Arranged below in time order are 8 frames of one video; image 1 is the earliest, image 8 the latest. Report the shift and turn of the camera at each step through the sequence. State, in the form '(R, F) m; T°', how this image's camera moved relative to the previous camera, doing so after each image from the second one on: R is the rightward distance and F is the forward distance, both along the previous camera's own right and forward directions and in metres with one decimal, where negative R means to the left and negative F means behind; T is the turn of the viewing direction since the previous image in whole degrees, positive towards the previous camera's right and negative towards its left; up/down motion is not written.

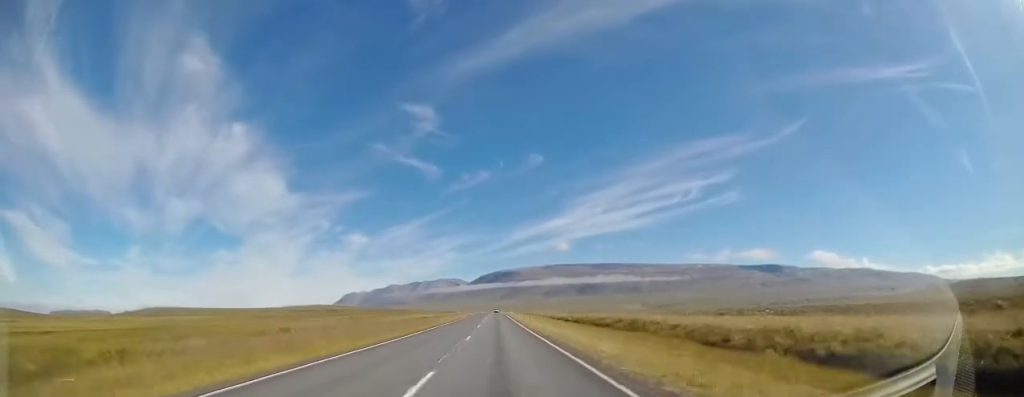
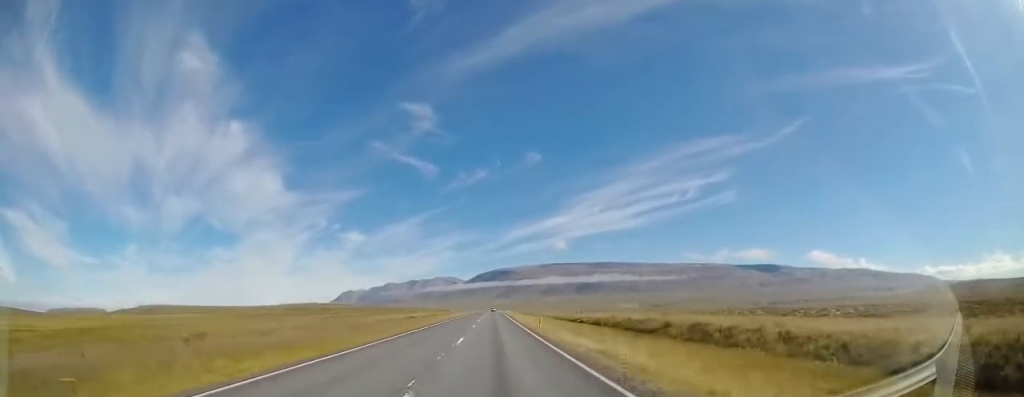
(+0.1, +14.4) m; +1°
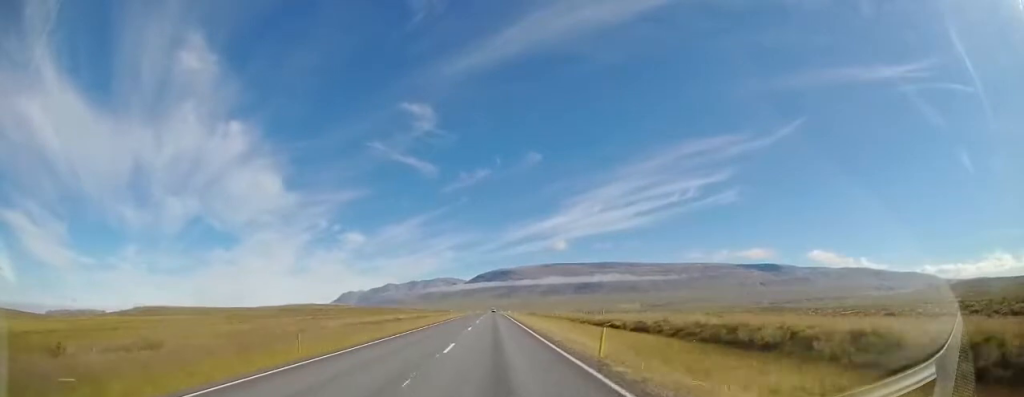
(+0.2, +15.2) m; +1°
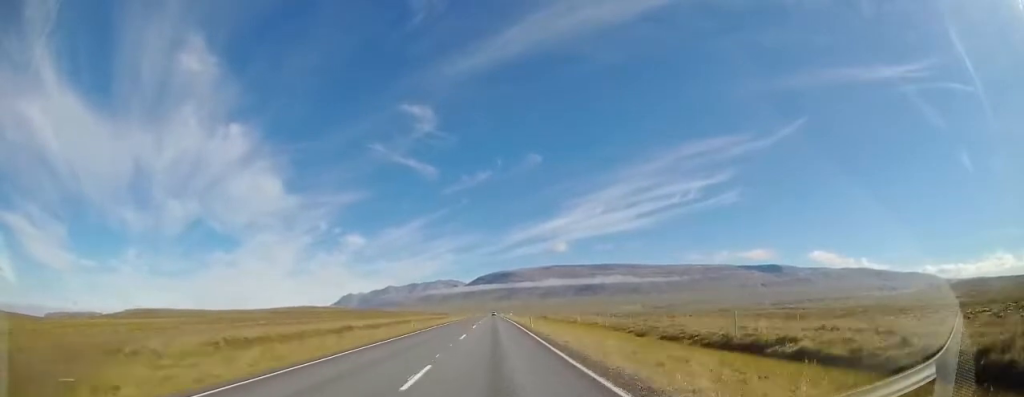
(-0.2, +29.5) m; -1°
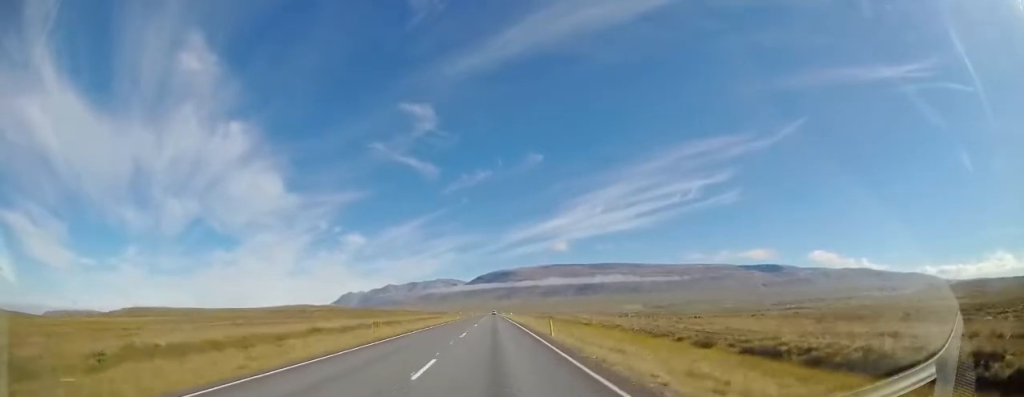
(-0.2, +11.1) m; 0°
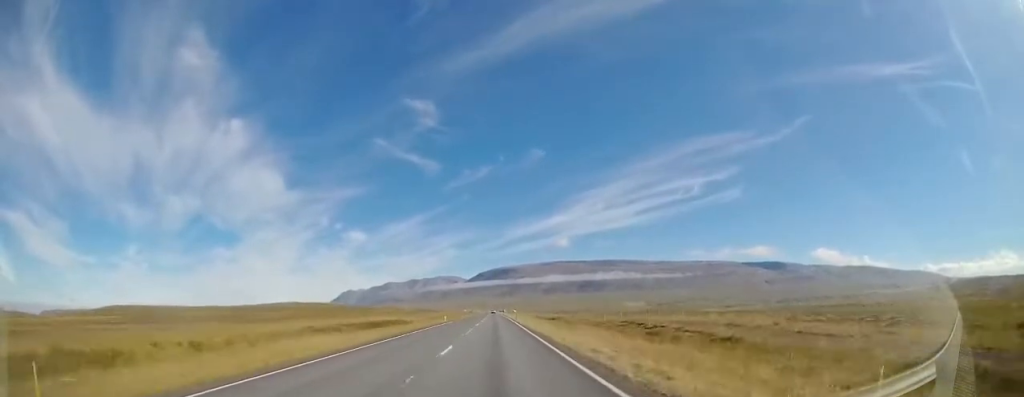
(+1.1, +66.9) m; +2°
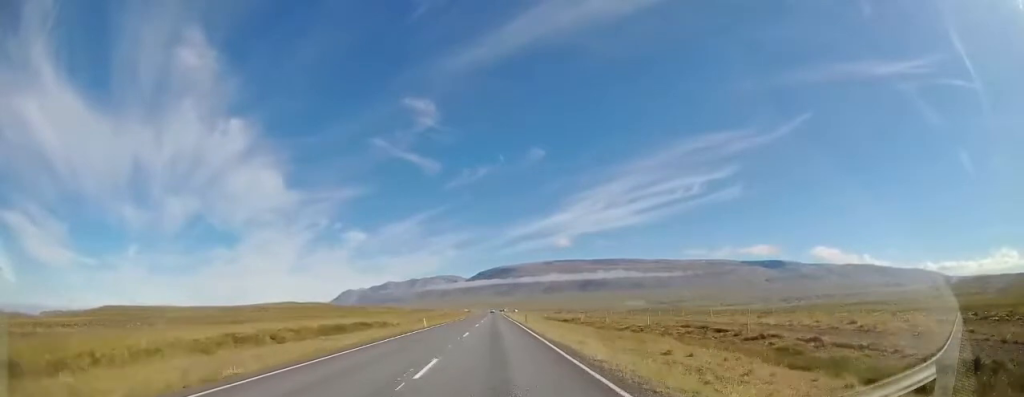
(0.0, +16.0) m; -1°
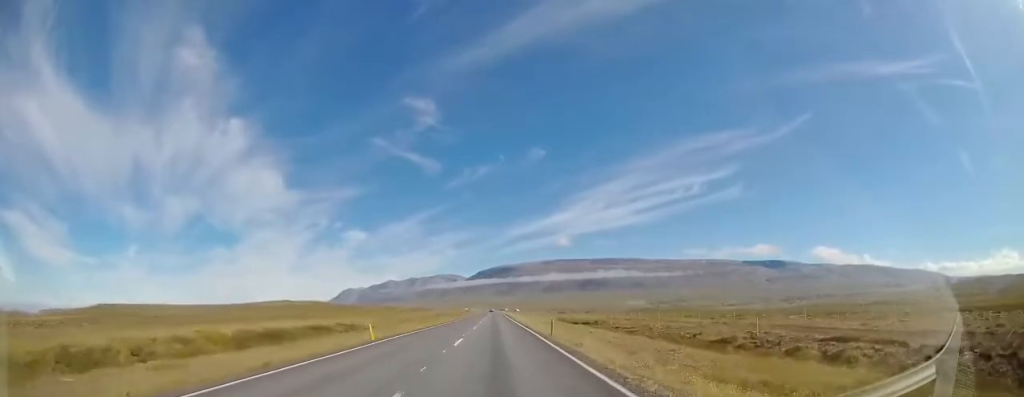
(-0.3, +16.7) m; -1°
